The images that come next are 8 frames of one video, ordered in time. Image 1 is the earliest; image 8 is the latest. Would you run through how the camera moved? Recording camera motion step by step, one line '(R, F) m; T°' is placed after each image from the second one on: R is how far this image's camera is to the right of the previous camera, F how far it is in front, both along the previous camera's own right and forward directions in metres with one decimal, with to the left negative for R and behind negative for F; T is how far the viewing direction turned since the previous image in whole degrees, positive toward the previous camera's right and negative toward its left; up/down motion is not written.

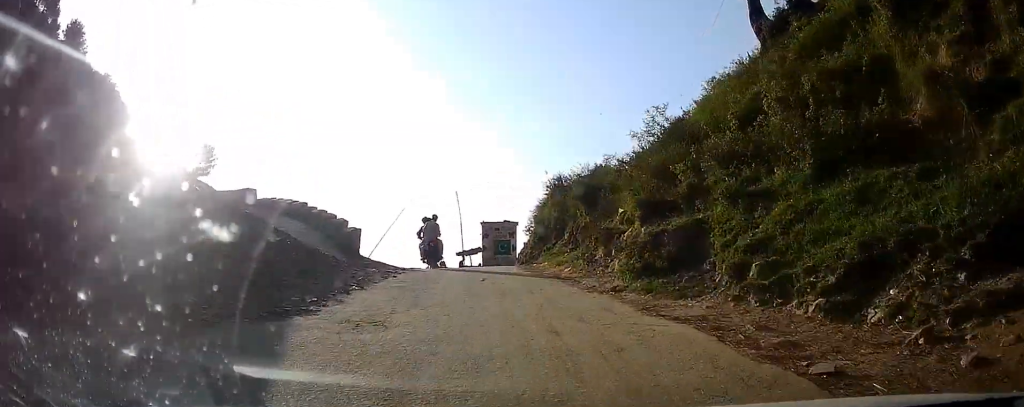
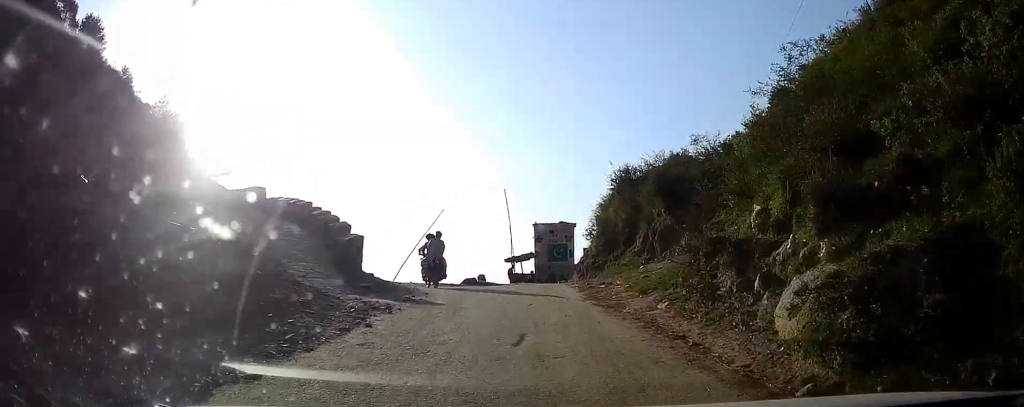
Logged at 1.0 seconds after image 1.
(+0.1, +5.2) m; -2°
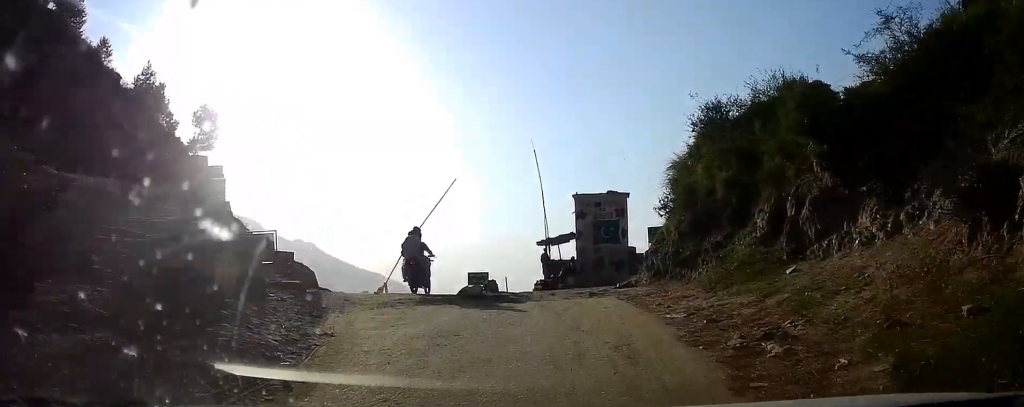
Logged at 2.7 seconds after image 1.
(-0.6, +8.7) m; -7°
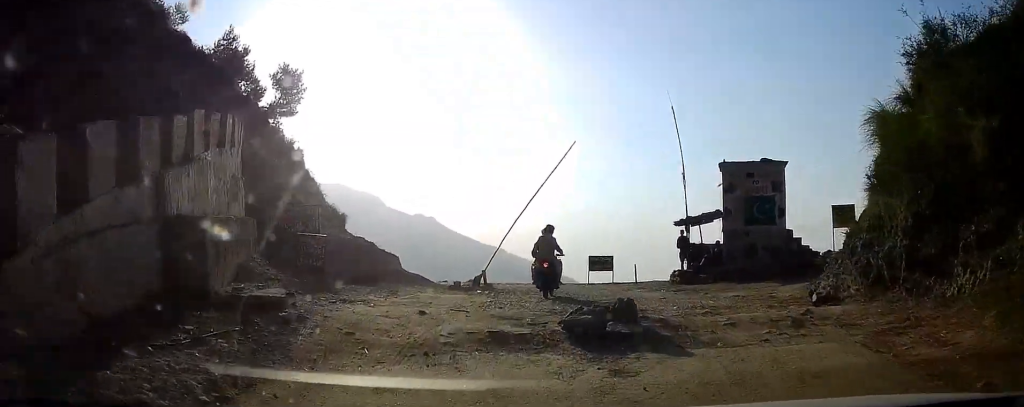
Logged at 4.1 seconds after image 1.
(-0.4, +6.3) m; -9°
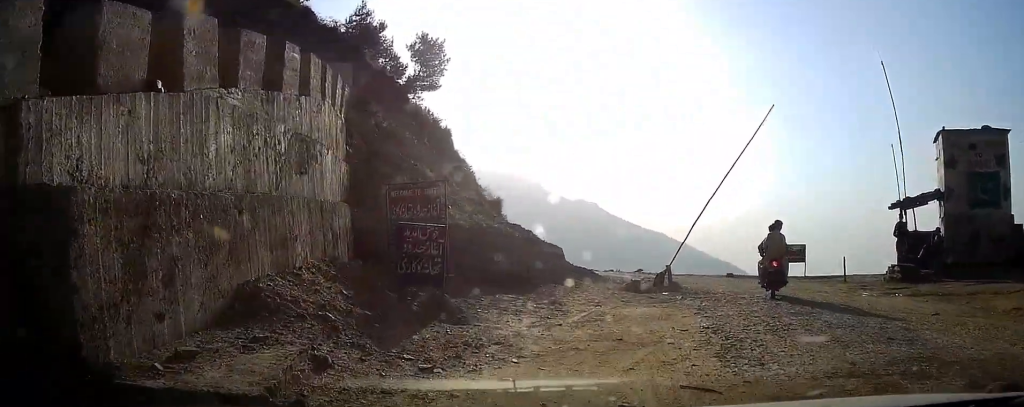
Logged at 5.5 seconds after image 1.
(-0.5, +5.4) m; -8°
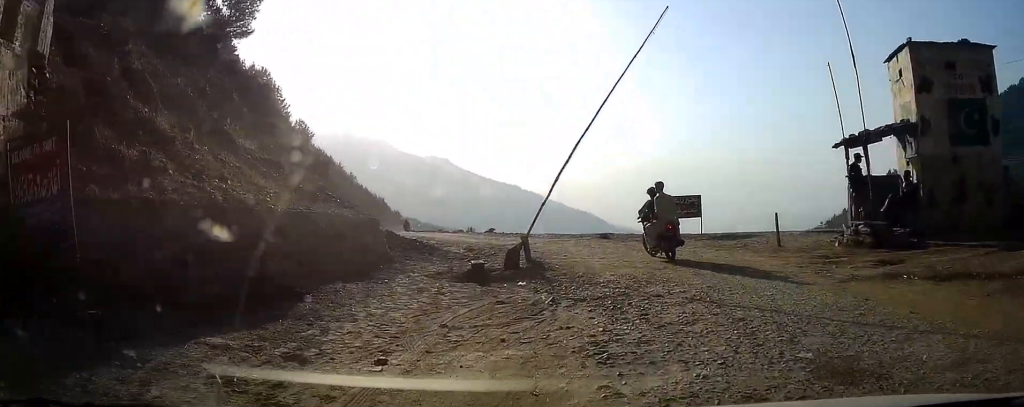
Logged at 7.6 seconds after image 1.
(-0.8, +6.9) m; -2°
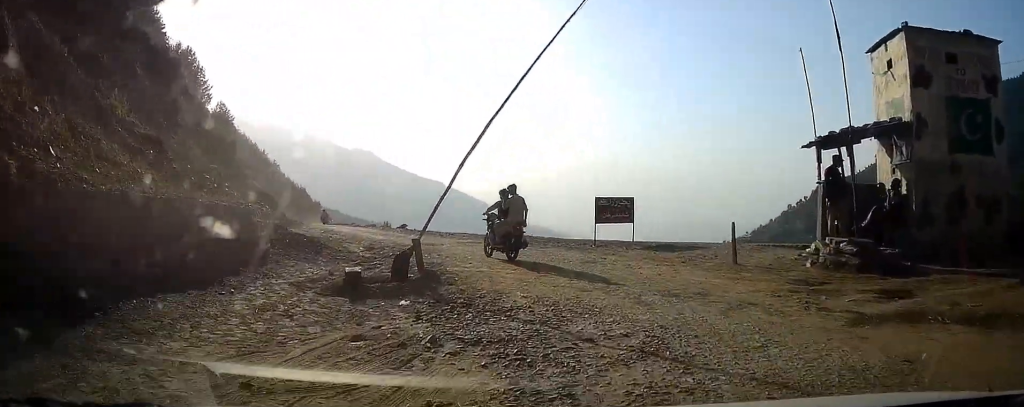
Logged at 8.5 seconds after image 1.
(-0.1, +3.0) m; +5°
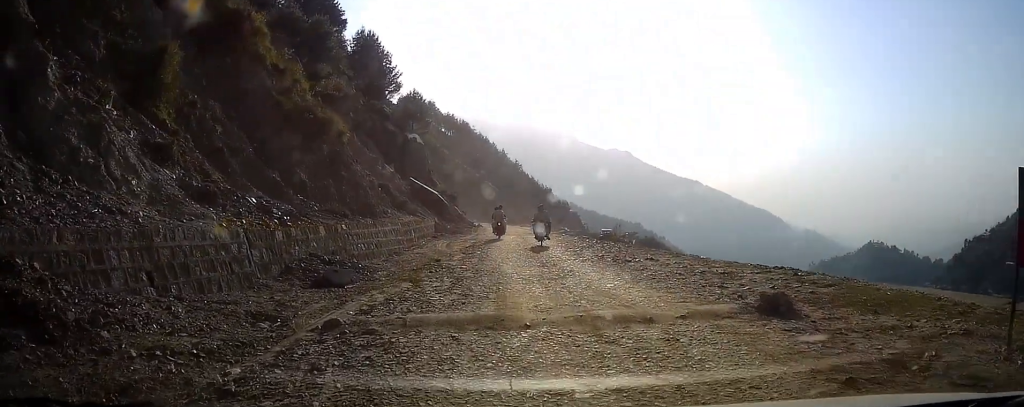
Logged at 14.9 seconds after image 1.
(+2.2, +15.9) m; -11°
